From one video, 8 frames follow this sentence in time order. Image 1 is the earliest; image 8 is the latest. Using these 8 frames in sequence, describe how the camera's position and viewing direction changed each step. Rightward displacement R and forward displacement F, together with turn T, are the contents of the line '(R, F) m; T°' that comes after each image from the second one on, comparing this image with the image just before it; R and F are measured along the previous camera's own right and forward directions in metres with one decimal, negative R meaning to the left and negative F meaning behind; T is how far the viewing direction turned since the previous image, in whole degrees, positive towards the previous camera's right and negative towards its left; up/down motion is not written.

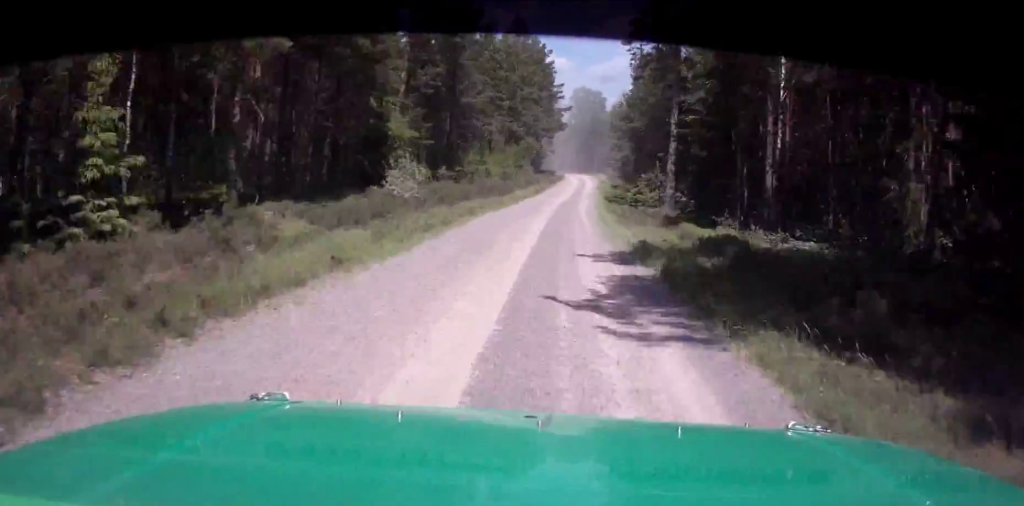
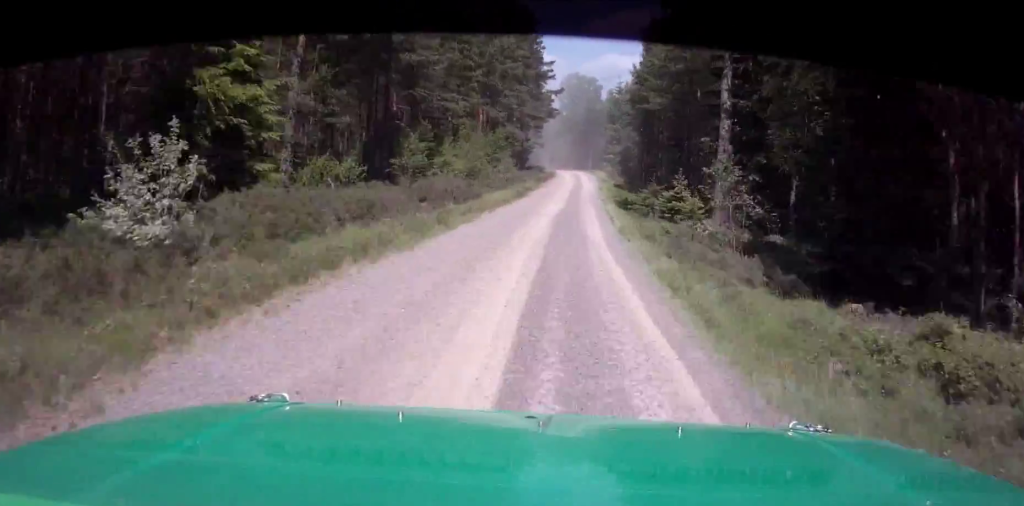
(+0.3, +16.9) m; +1°
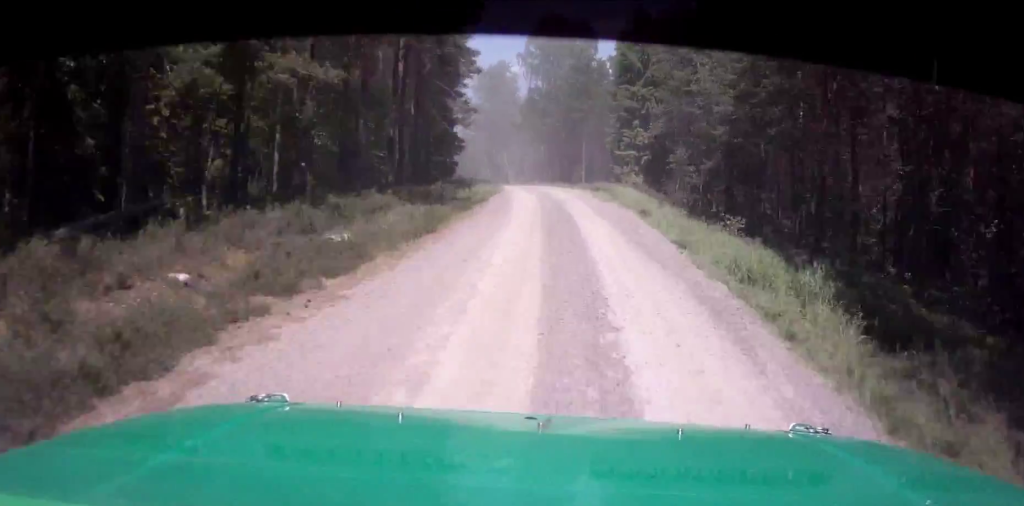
(+0.1, +60.3) m; -2°
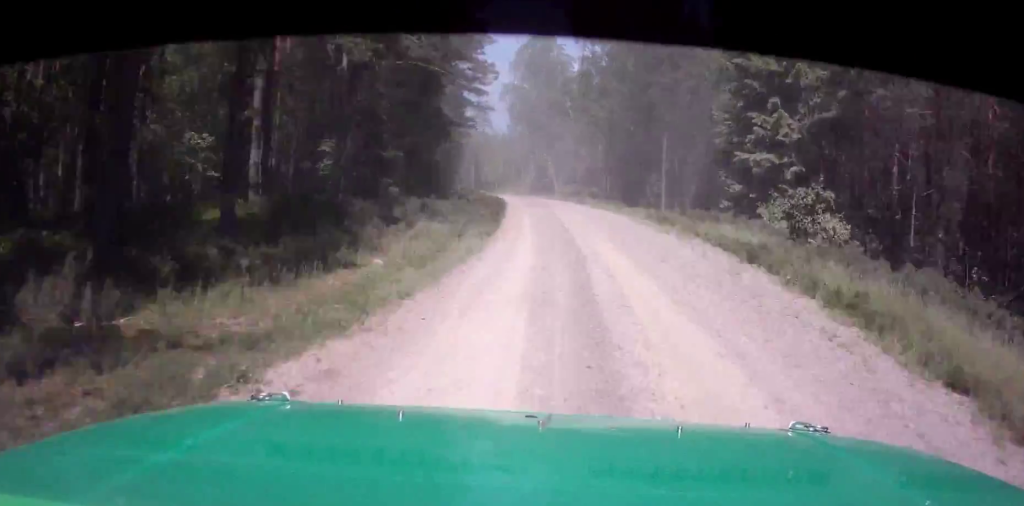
(-0.4, +25.9) m; -2°
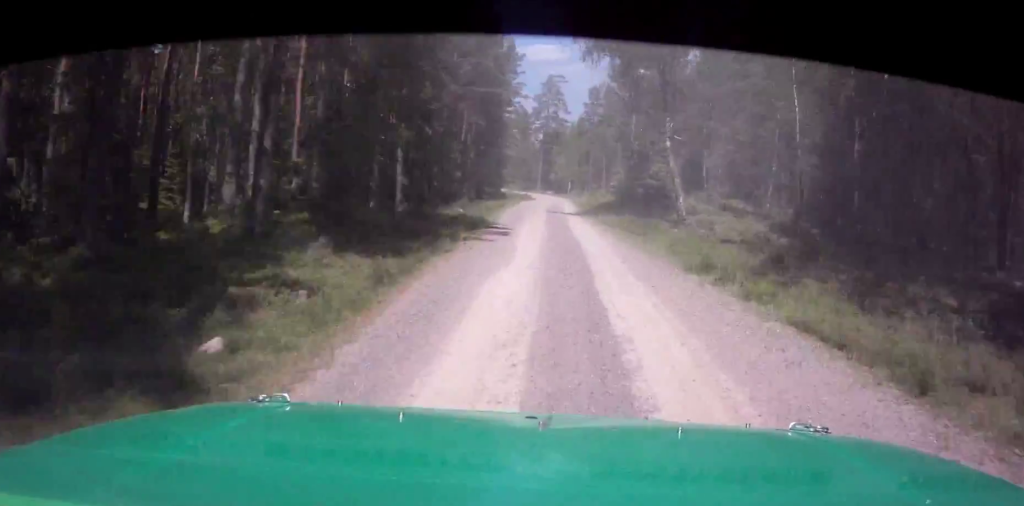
(-1.8, +45.5) m; -4°
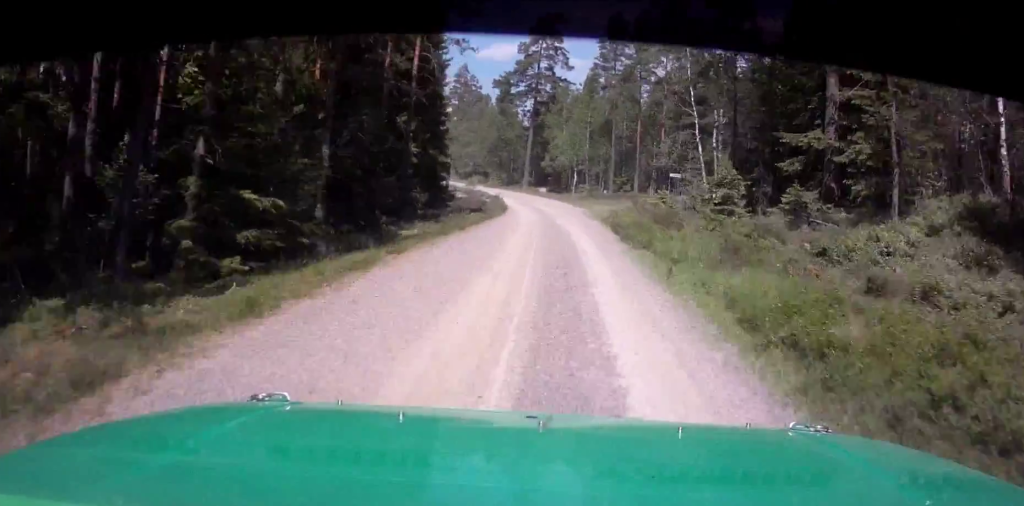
(-1.3, +51.2) m; -3°
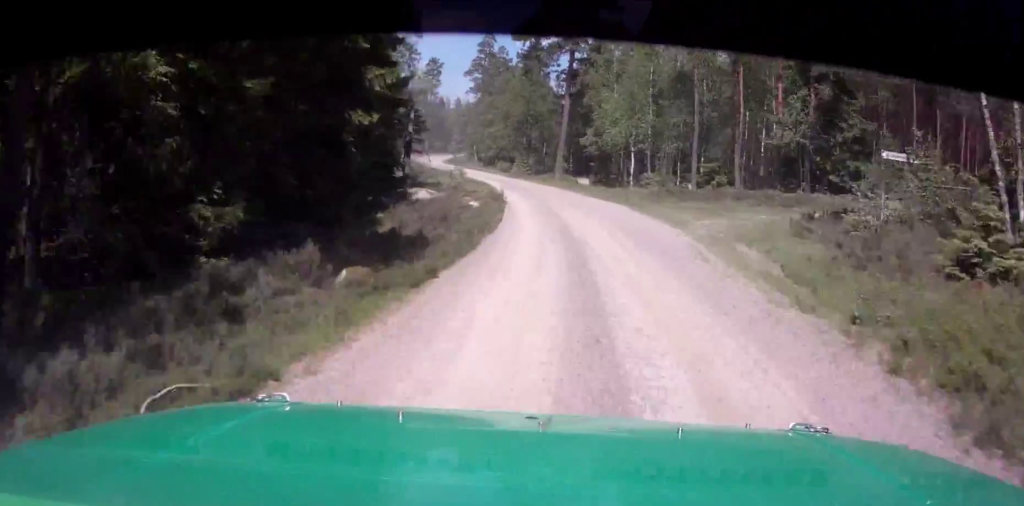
(-0.6, +26.0) m; -3°
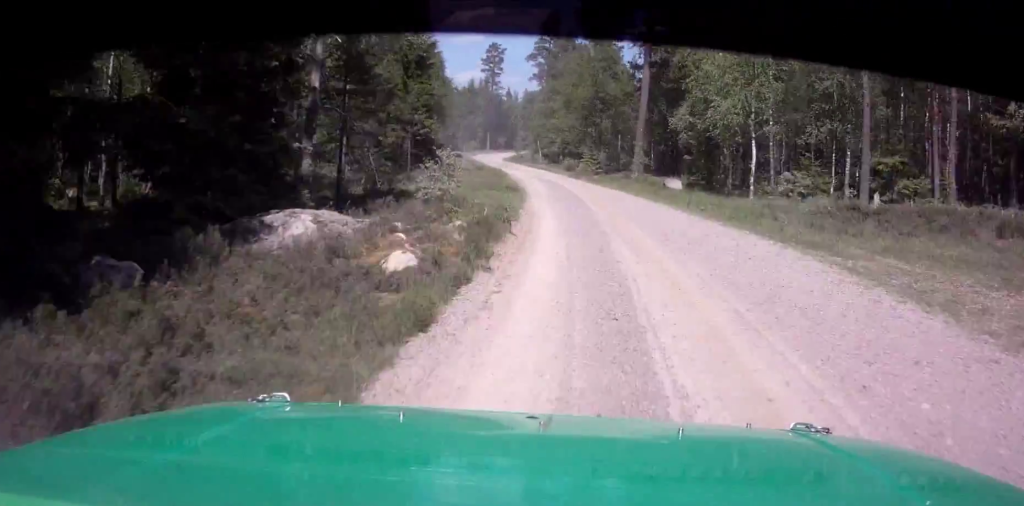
(+0.1, +17.3) m; -2°
